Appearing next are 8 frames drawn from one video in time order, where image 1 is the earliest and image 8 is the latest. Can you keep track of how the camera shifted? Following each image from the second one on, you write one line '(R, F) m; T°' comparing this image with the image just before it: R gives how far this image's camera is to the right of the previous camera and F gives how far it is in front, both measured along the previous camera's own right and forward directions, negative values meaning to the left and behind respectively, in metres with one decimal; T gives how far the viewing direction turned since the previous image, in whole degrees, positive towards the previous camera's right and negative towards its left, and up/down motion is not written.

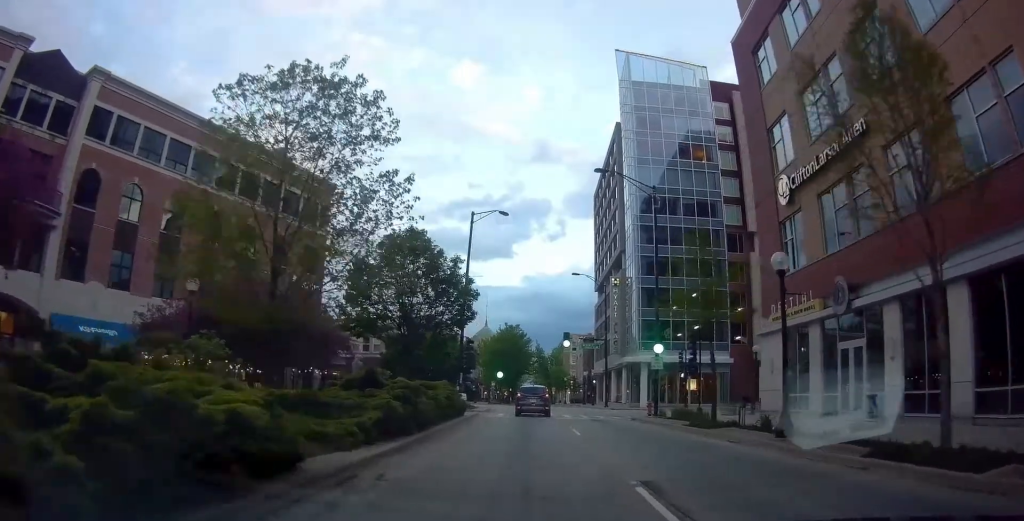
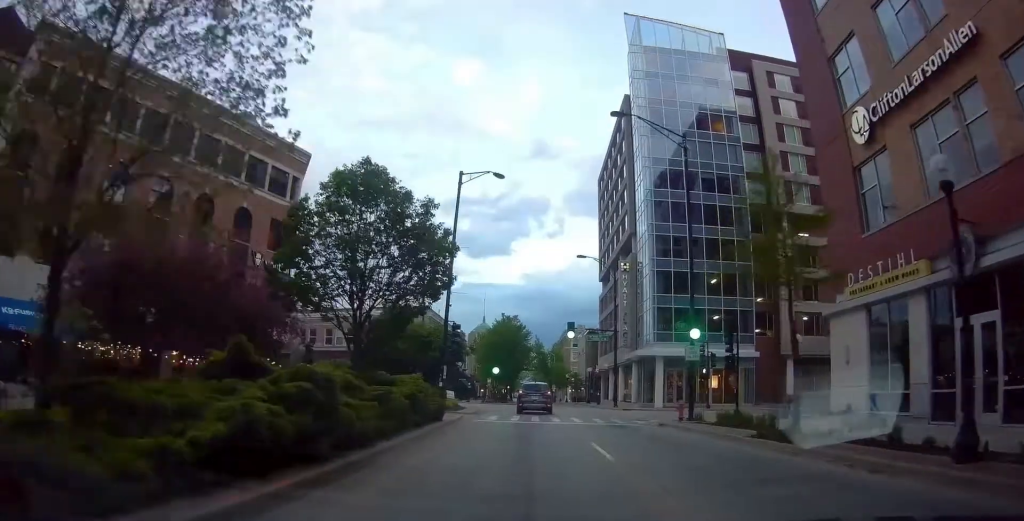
(0.0, +6.5) m; +2°
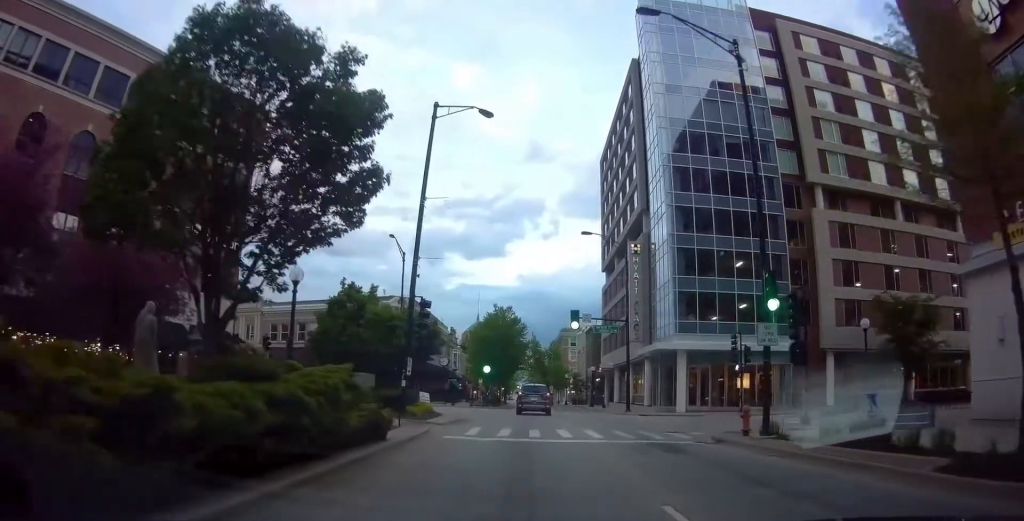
(+0.2, +7.6) m; -1°
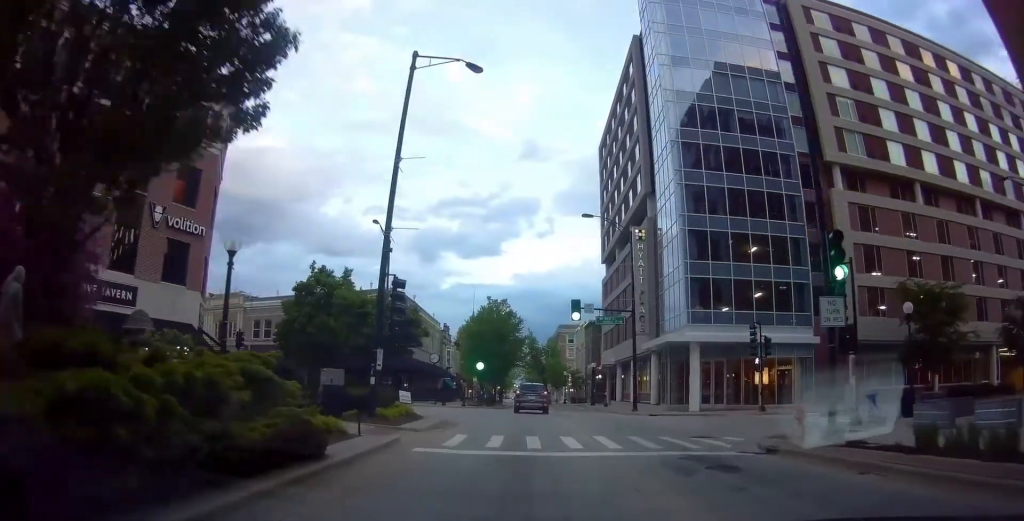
(-0.1, +3.5) m; -2°
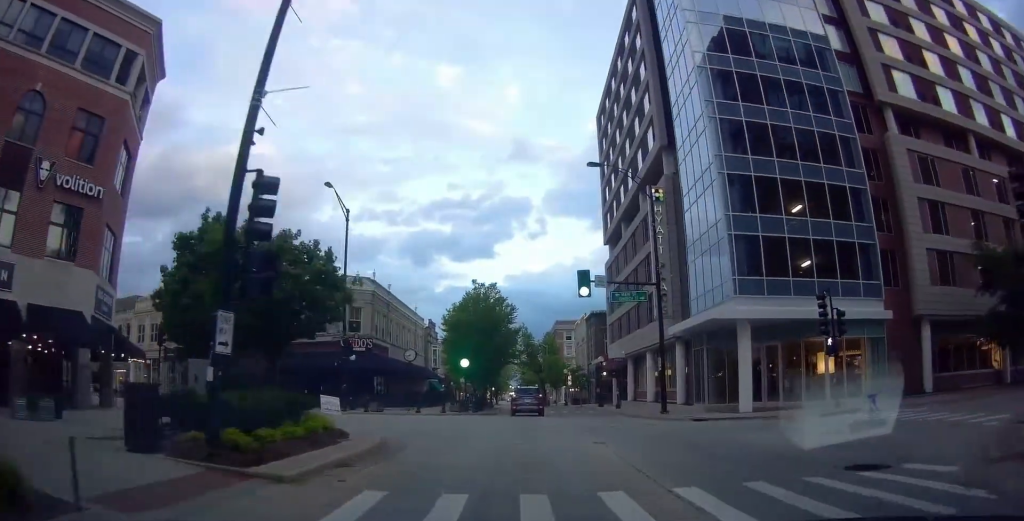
(-0.1, +8.0) m; -1°
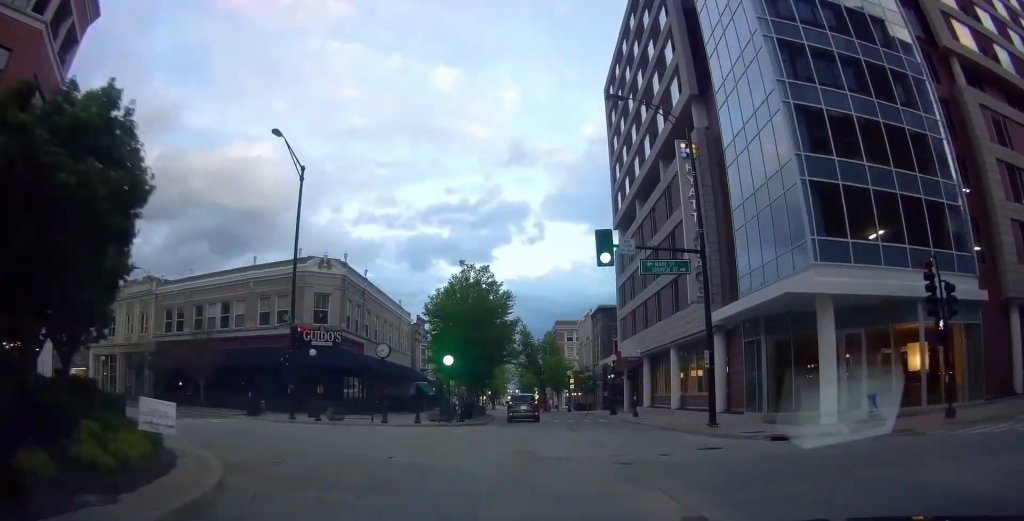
(0.0, +7.5) m; 0°
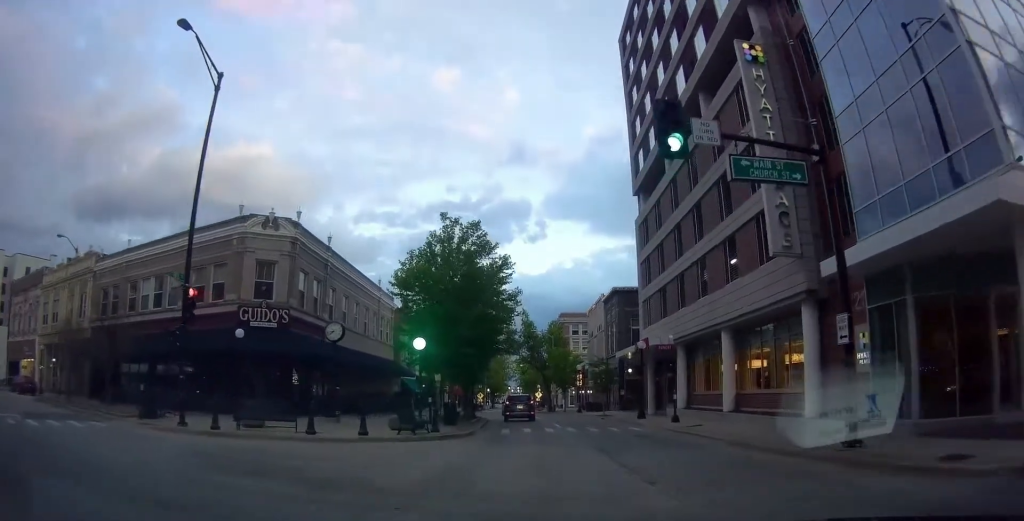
(0.0, +9.4) m; -3°
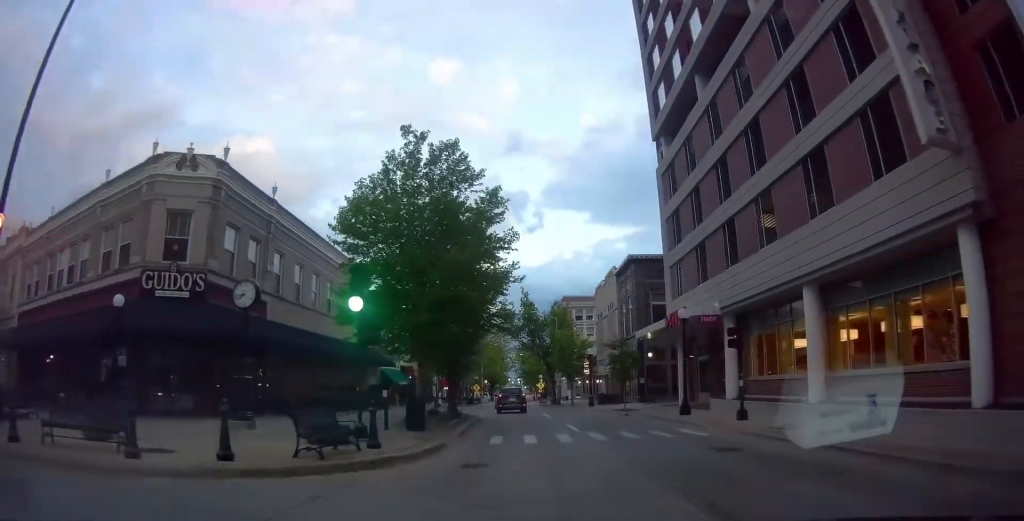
(-0.3, +8.8) m; +1°
